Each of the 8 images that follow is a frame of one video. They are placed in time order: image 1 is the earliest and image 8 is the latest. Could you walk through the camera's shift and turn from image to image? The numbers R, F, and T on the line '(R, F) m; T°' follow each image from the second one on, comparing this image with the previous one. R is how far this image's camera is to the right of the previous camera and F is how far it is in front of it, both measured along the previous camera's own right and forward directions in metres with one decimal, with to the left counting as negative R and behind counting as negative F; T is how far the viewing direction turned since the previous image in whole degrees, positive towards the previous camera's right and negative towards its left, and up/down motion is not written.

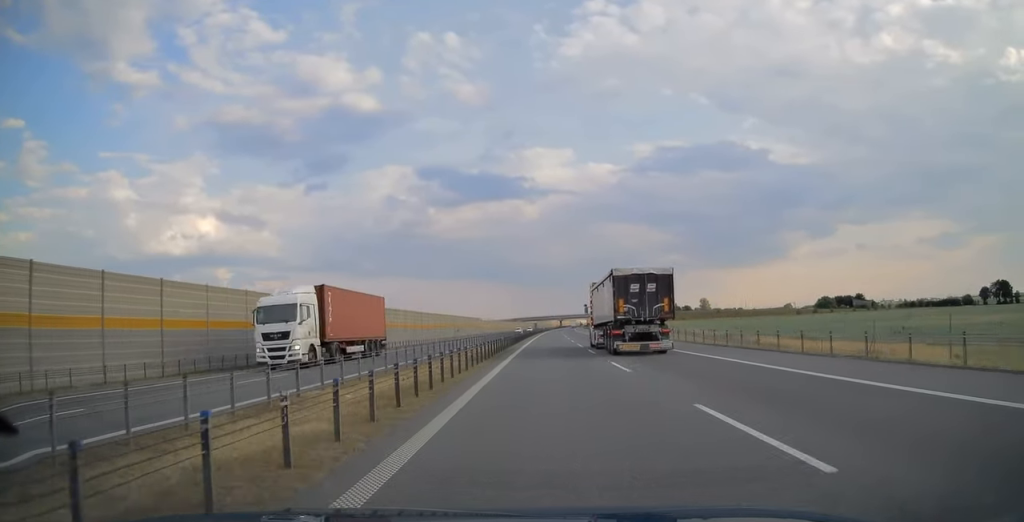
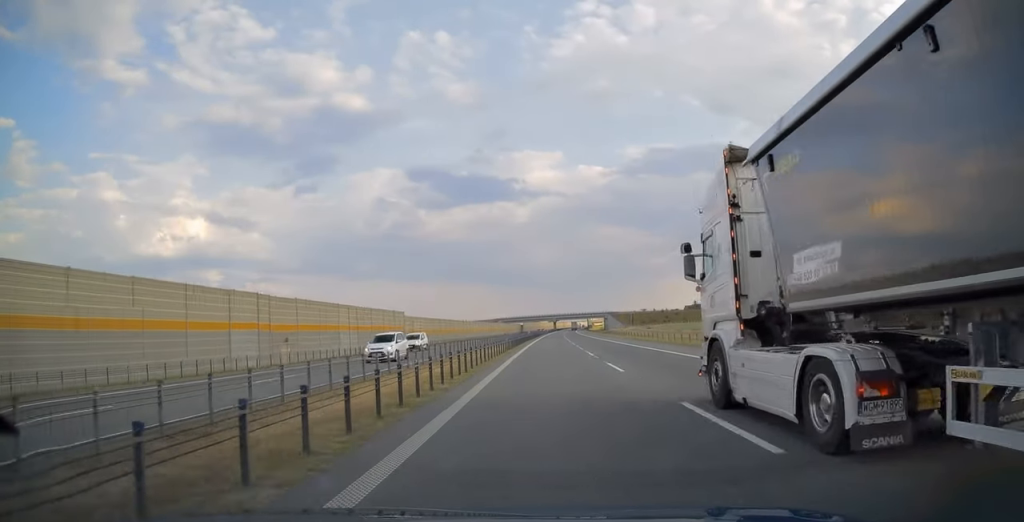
(+1.0, +82.6) m; +1°
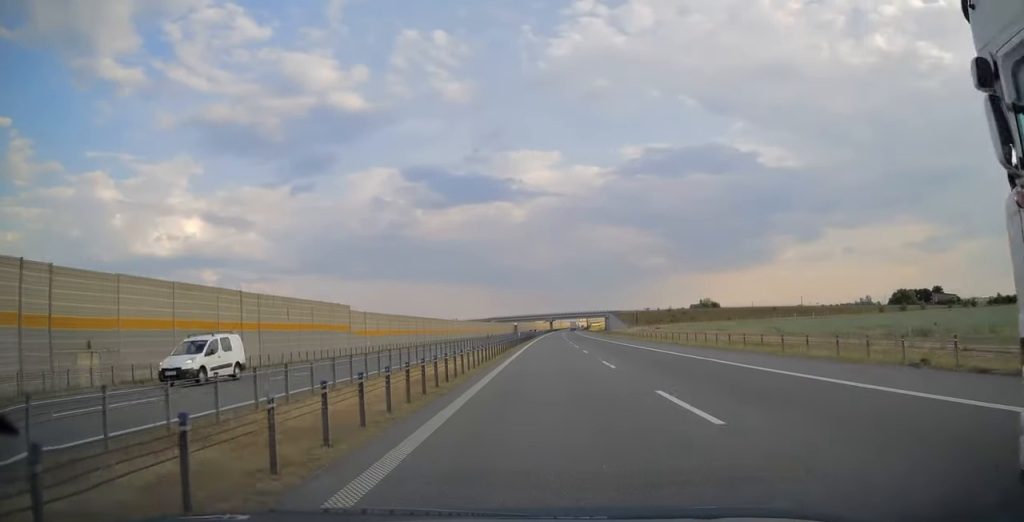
(0.0, +21.8) m; 0°
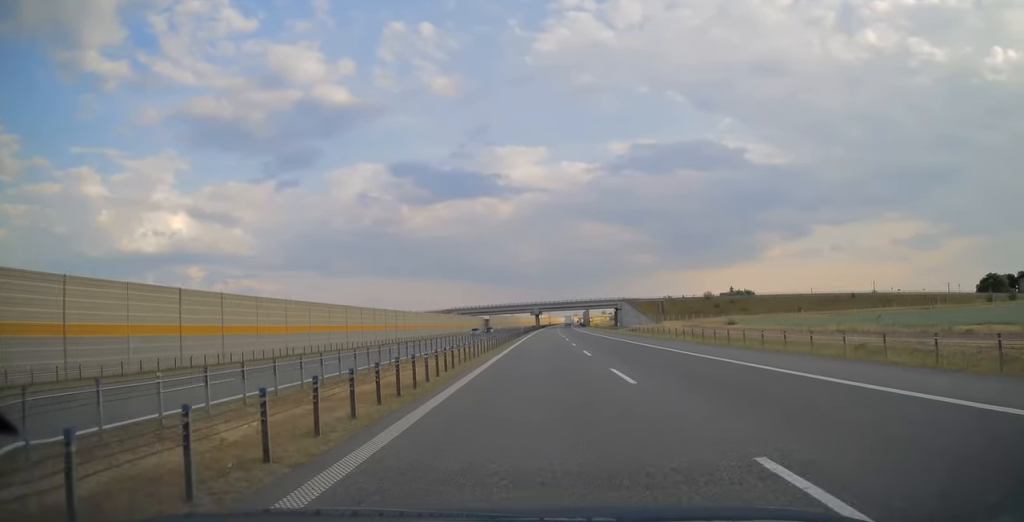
(+0.8, +78.2) m; +1°
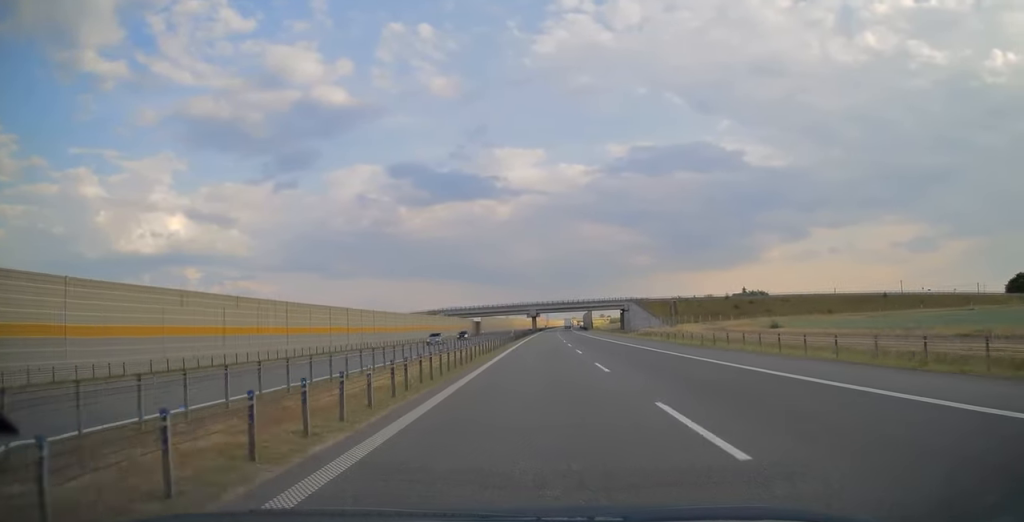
(0.0, +19.7) m; 0°
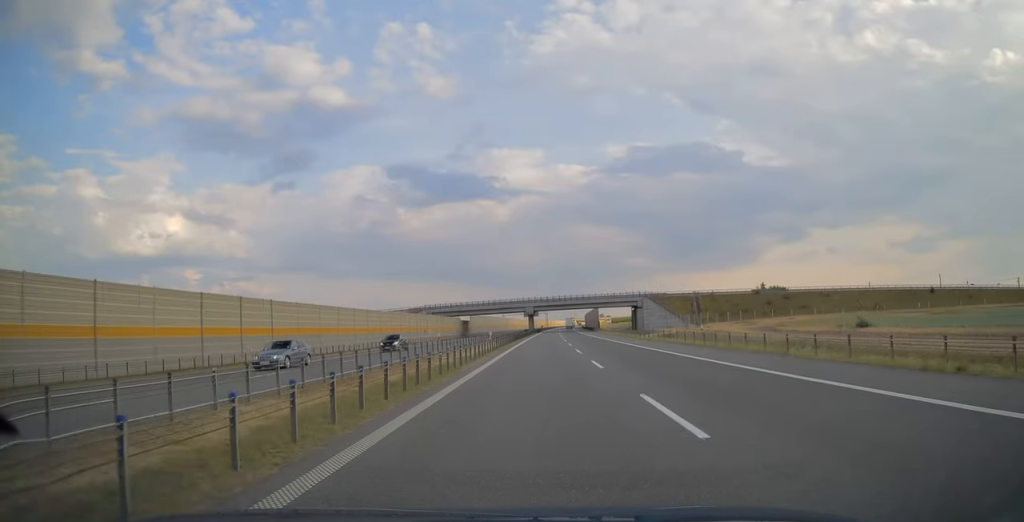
(+0.1, +23.0) m; 0°
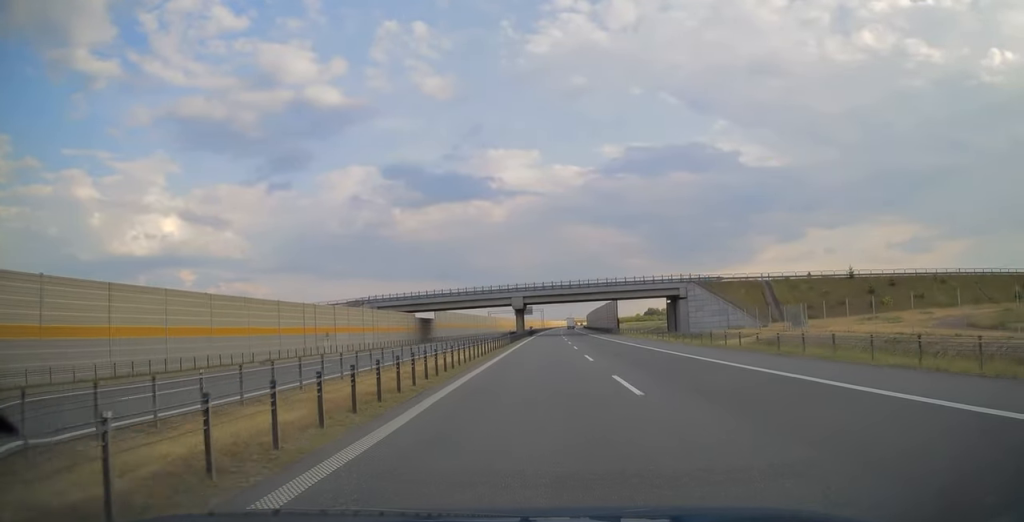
(+0.2, +43.9) m; +1°
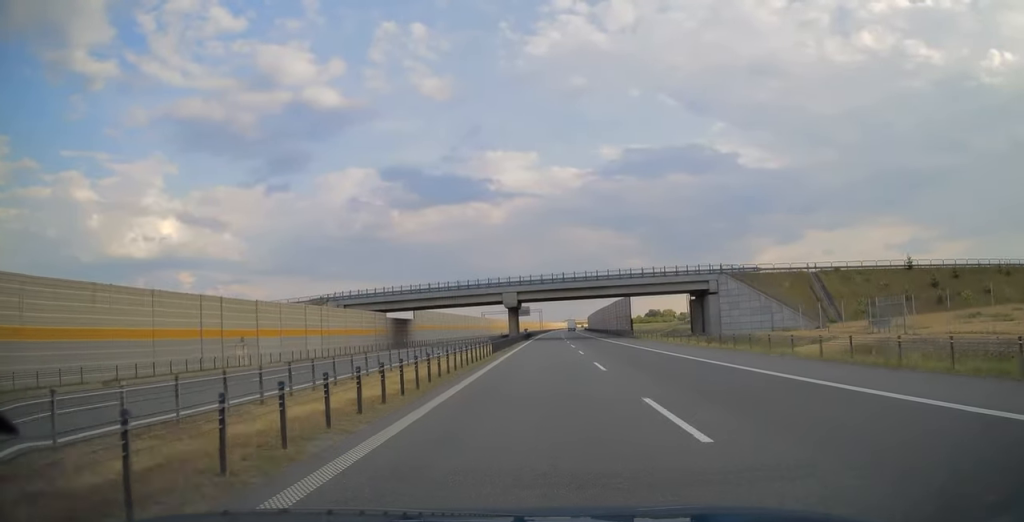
(0.0, +16.4) m; 0°
